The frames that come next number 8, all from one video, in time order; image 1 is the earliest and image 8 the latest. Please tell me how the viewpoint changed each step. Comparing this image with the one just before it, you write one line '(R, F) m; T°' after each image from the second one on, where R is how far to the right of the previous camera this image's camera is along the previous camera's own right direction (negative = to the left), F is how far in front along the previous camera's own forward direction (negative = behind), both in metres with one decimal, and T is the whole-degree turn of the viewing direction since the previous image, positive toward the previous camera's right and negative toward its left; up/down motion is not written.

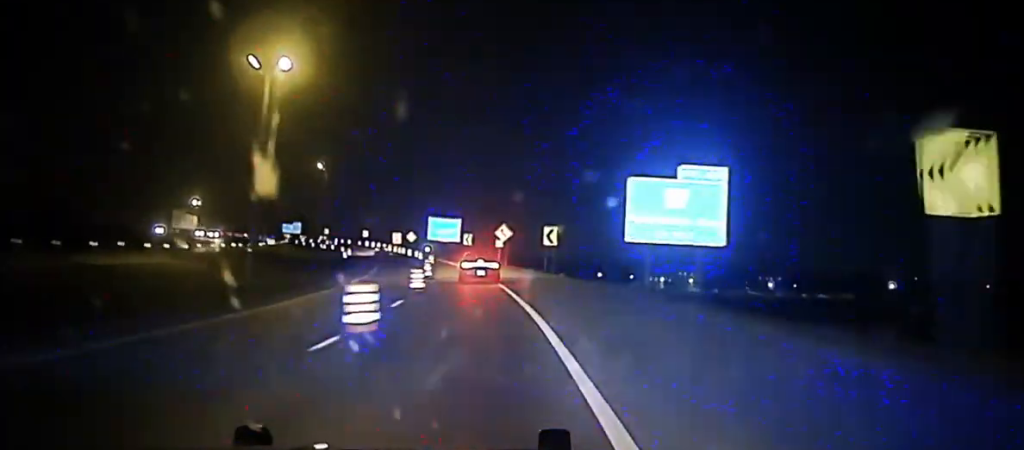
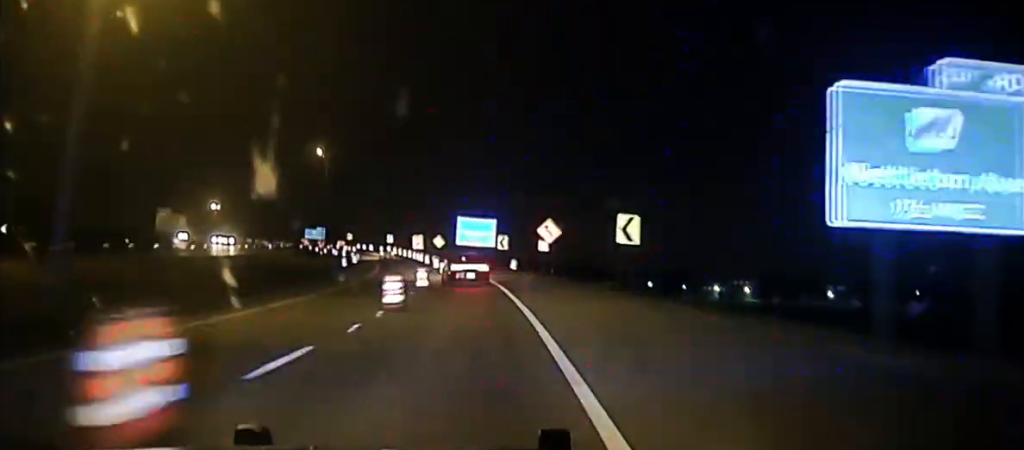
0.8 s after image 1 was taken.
(-0.4, +27.7) m; -3°
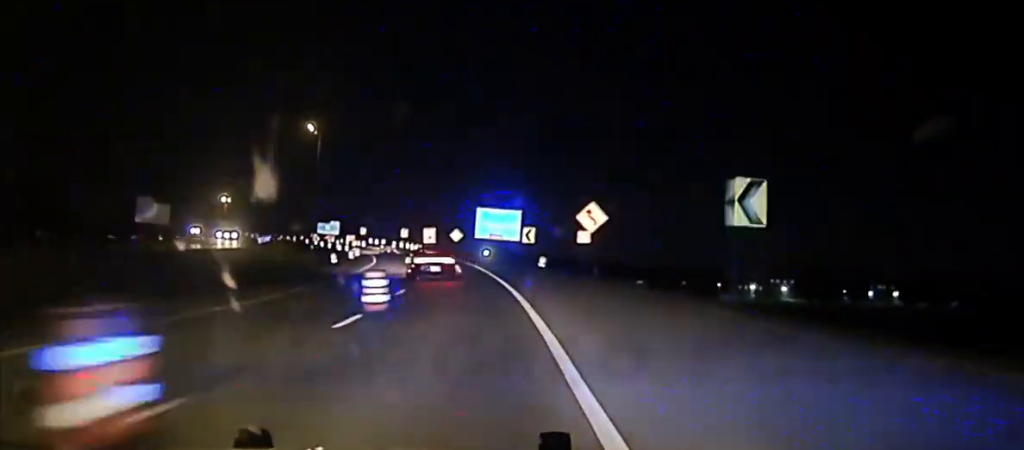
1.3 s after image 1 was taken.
(-0.6, +15.5) m; -4°
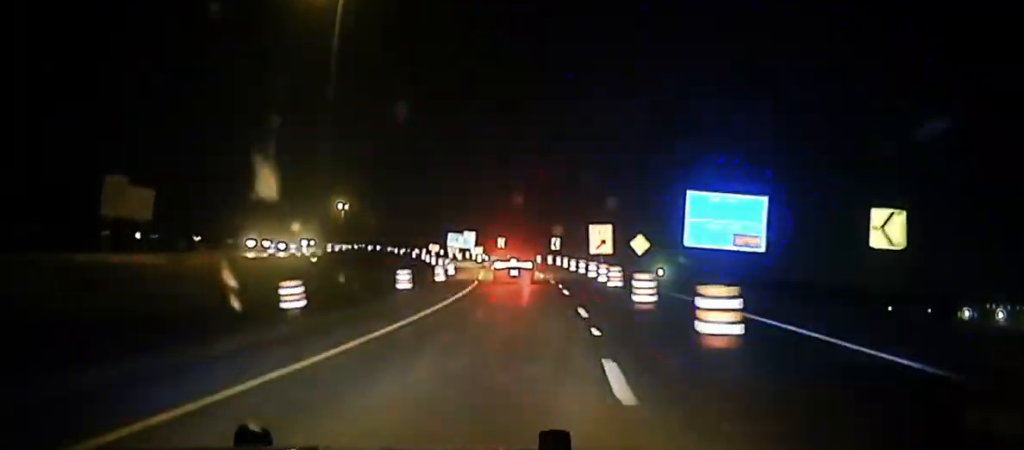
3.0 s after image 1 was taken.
(-6.5, +49.4) m; -9°
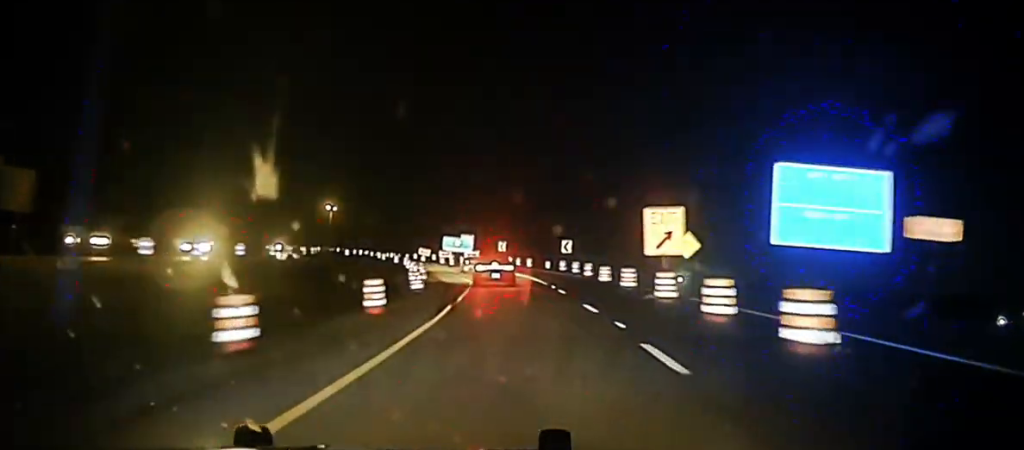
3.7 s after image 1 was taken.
(+0.9, +20.4) m; +1°
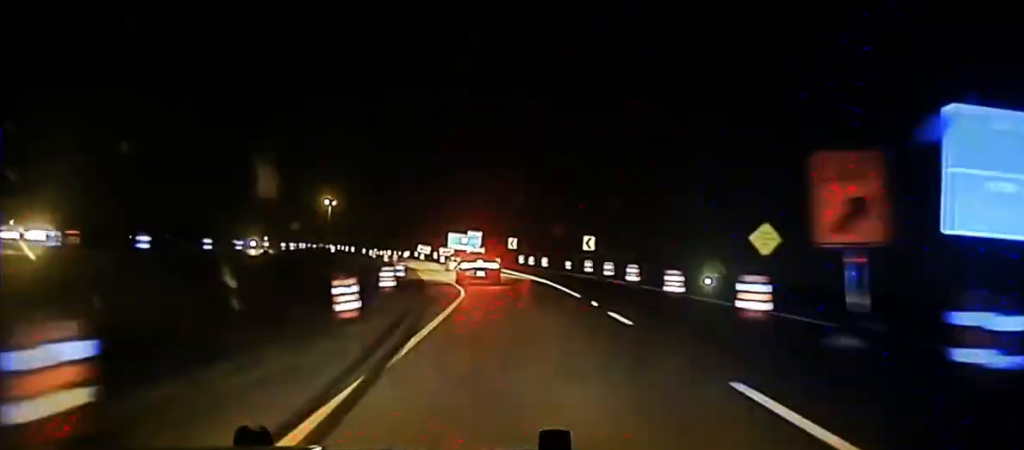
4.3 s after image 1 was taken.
(0.0, +15.8) m; -1°
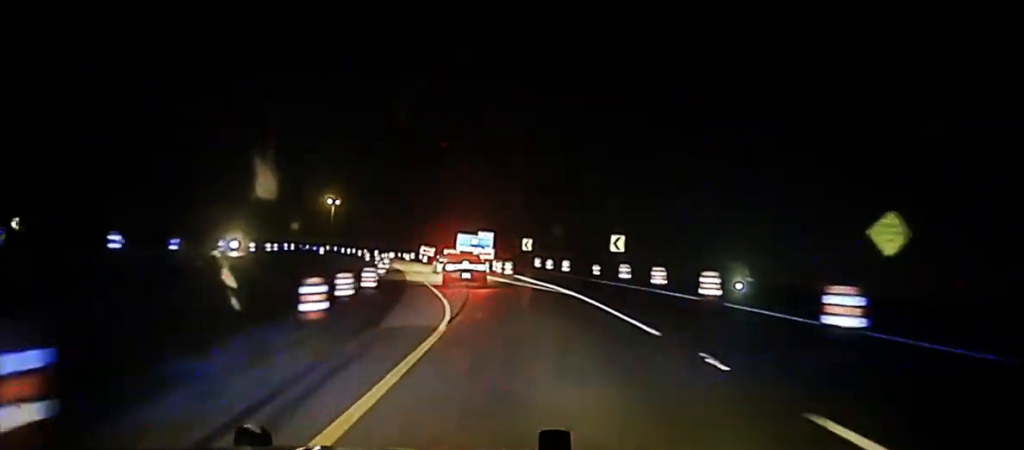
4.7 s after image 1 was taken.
(-0.1, +13.0) m; -1°
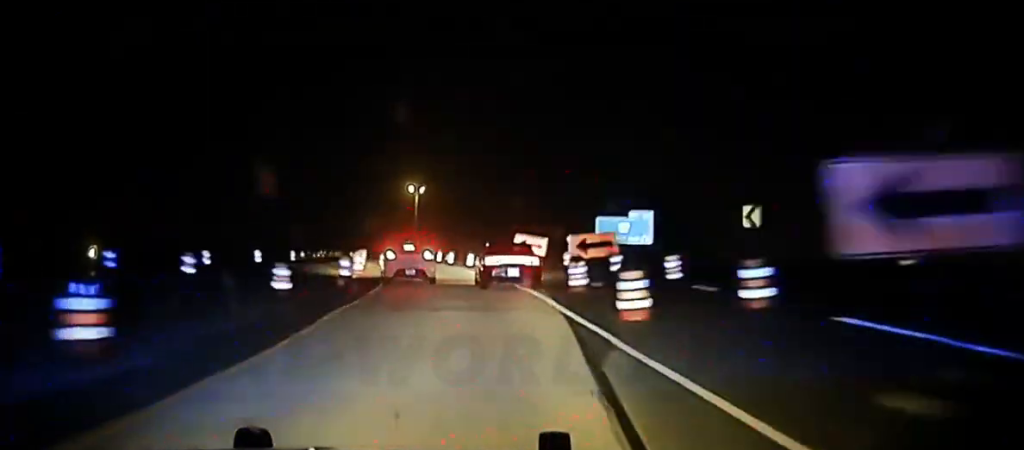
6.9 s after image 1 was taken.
(-2.2, +60.9) m; -6°
